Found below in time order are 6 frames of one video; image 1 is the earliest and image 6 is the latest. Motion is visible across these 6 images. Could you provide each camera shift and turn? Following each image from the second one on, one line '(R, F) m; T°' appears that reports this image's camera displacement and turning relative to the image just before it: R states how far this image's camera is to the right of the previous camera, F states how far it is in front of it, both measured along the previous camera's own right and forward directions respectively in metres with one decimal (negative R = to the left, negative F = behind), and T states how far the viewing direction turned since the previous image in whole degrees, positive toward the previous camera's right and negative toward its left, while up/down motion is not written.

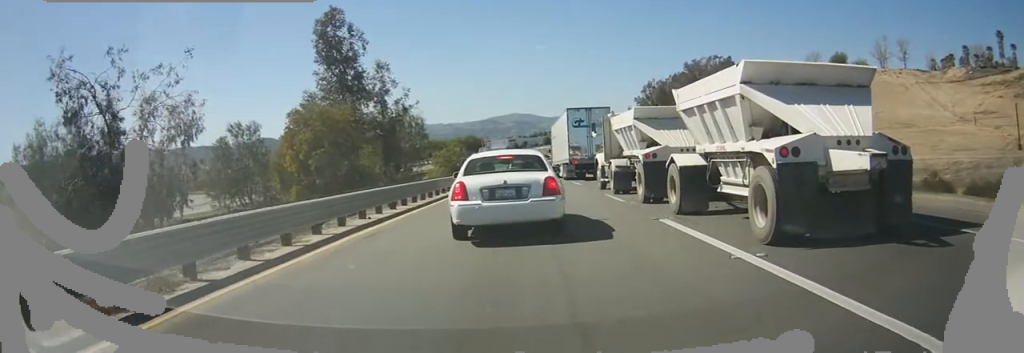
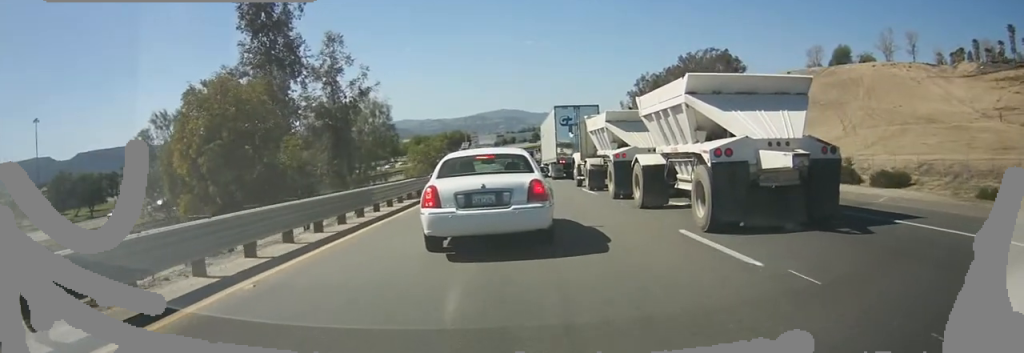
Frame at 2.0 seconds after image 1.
(+0.3, +13.9) m; +1°
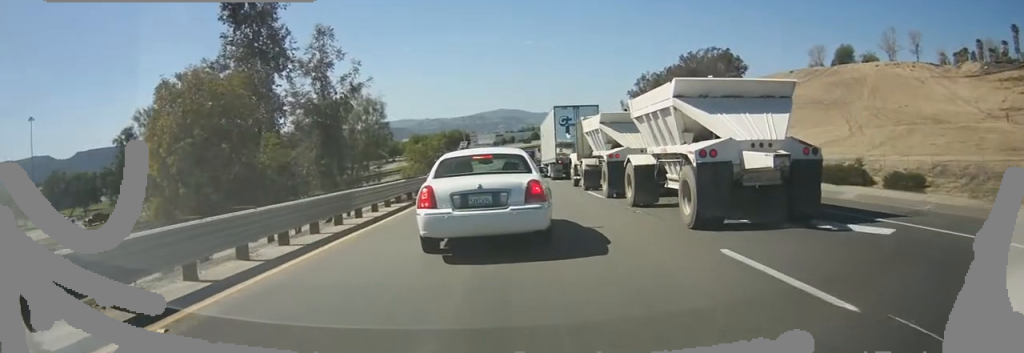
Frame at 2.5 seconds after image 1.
(0.0, +2.7) m; 0°
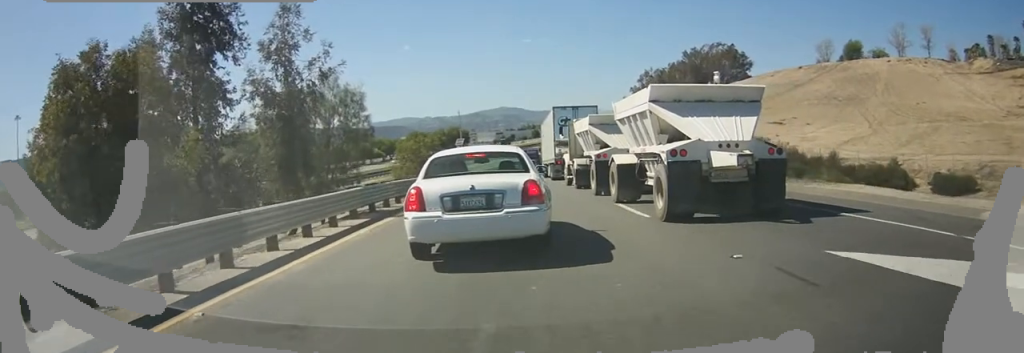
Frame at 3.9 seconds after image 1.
(0.0, +7.1) m; 0°
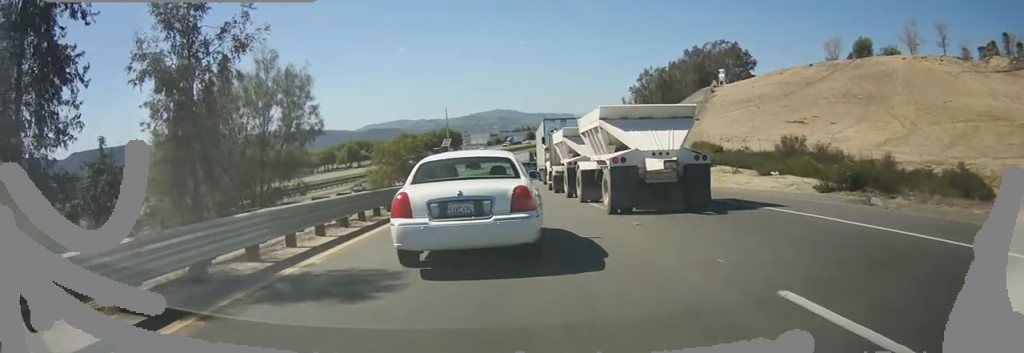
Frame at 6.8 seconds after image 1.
(0.0, +10.9) m; 0°
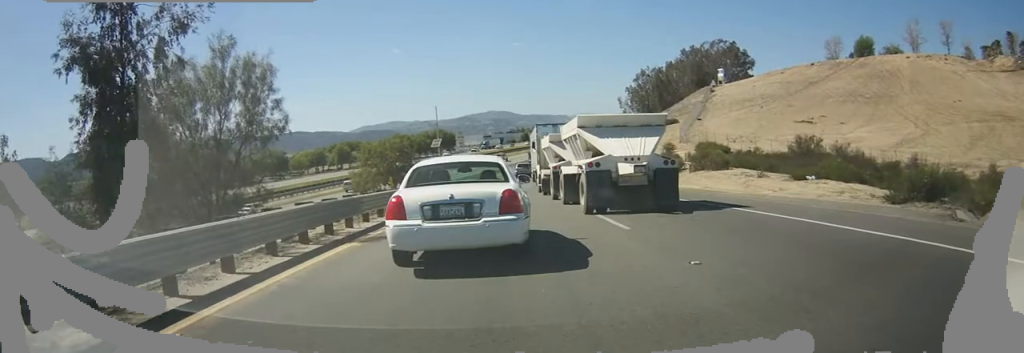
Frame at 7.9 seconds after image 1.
(0.0, +3.9) m; +2°
